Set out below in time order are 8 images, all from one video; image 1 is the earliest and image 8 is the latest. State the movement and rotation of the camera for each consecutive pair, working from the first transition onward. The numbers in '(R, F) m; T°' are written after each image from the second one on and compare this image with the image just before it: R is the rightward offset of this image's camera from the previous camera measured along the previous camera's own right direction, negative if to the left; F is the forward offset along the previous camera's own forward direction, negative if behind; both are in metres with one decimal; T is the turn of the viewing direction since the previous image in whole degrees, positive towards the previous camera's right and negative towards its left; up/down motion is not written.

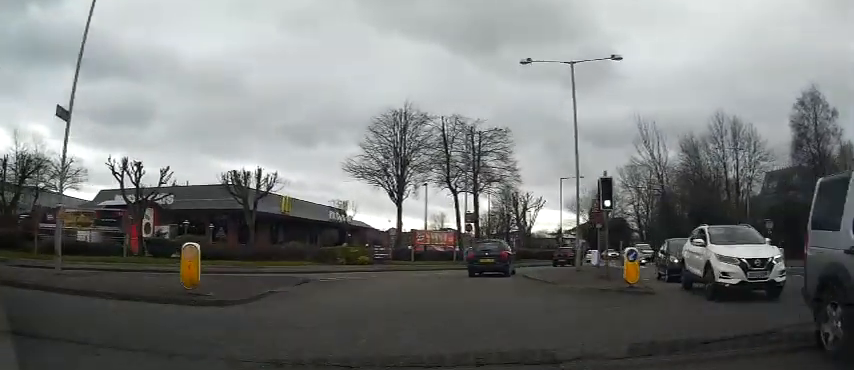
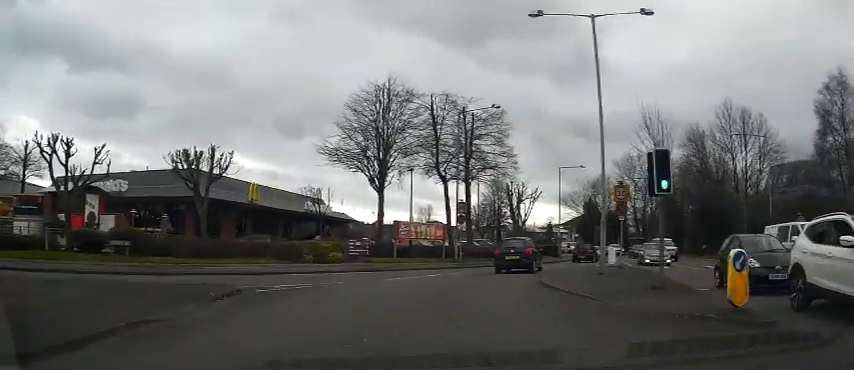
(0.0, +5.4) m; +2°
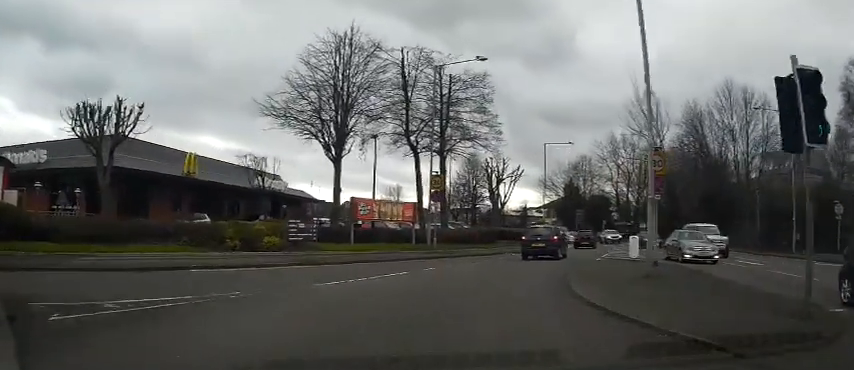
(+0.1, +6.9) m; +3°
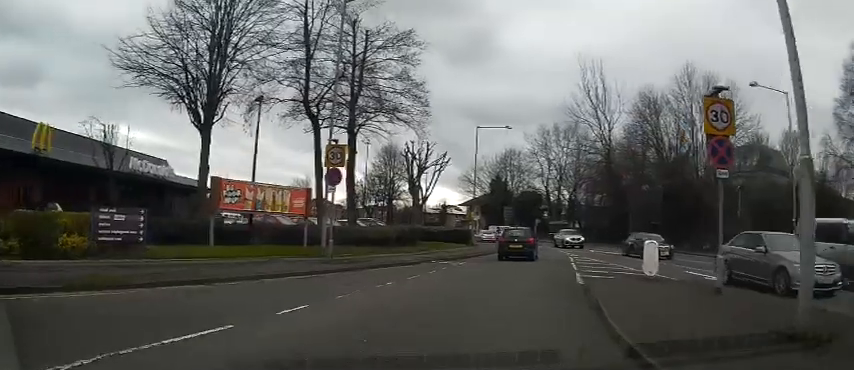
(+0.4, +8.4) m; +8°
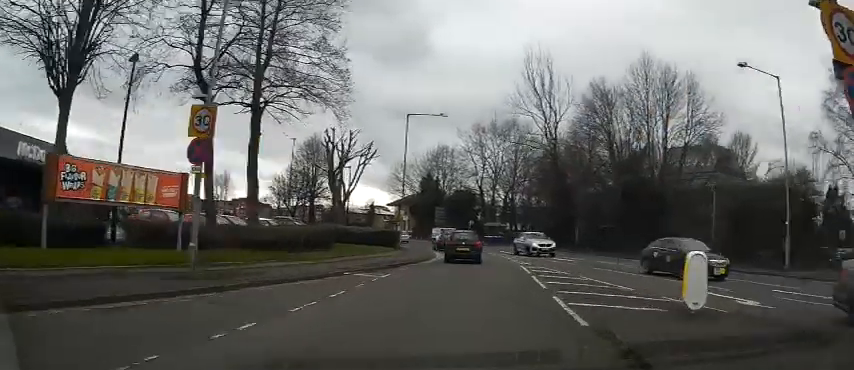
(+0.5, +5.6) m; +7°
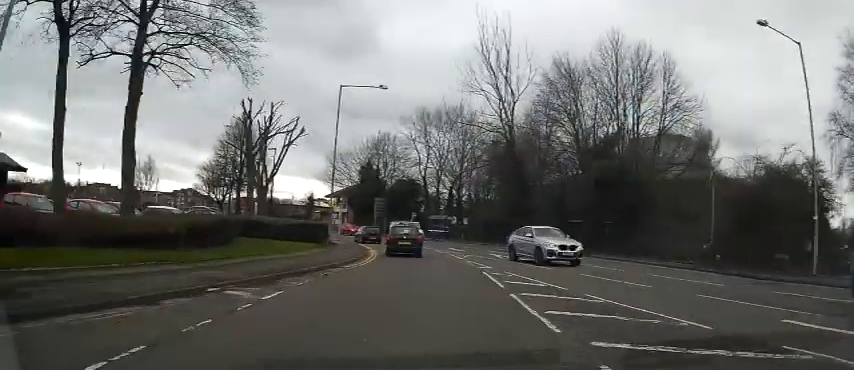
(+0.5, +6.7) m; +6°
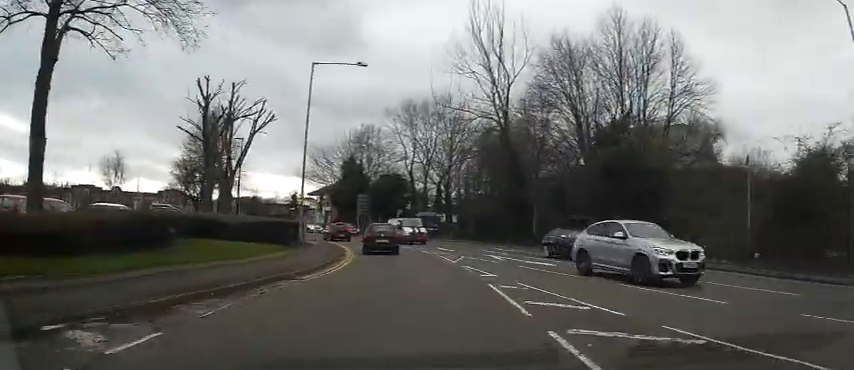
(+0.3, +4.5) m; +3°
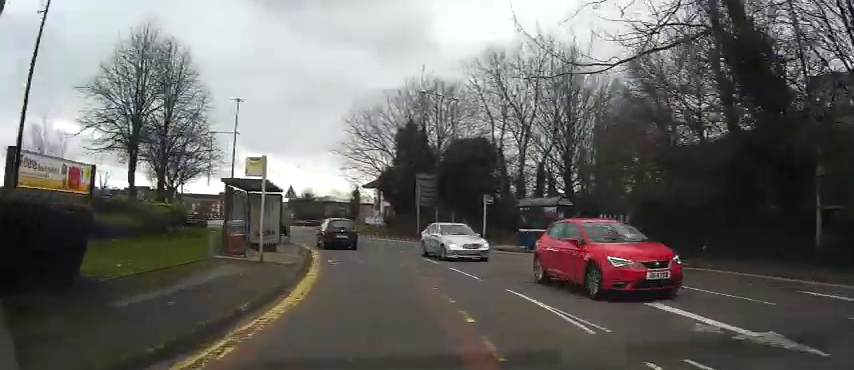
(-1.5, +25.0) m; -9°
